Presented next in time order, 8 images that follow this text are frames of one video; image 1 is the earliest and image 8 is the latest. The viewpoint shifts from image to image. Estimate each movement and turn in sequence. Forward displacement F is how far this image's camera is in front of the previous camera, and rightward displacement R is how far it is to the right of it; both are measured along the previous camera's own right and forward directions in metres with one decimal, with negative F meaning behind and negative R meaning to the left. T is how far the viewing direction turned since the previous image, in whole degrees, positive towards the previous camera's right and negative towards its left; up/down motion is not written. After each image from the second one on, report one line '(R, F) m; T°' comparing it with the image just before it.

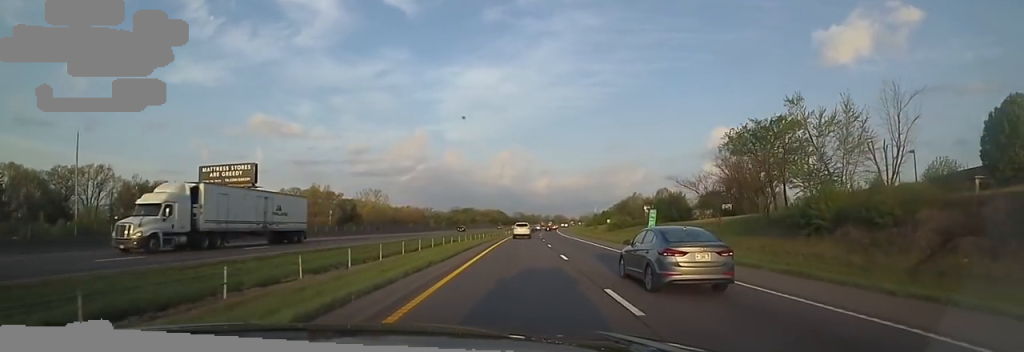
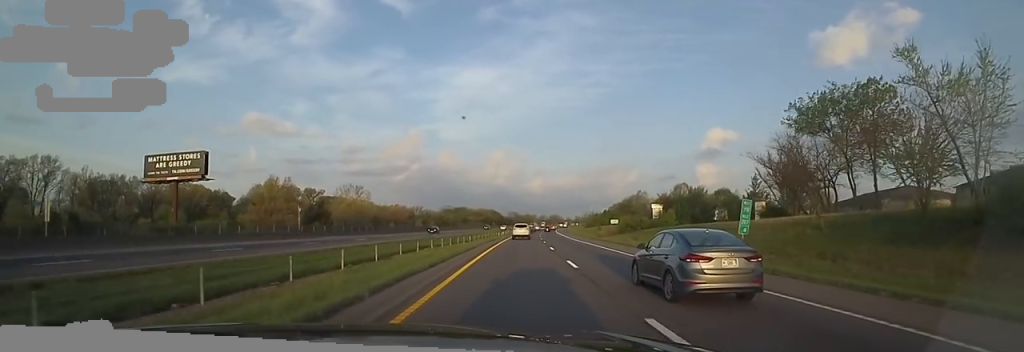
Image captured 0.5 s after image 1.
(-0.2, +15.8) m; 0°
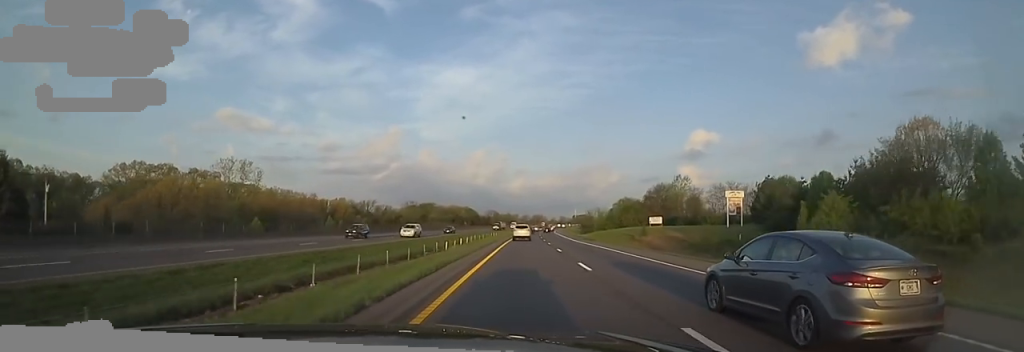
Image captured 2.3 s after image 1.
(+1.9, +62.8) m; +2°
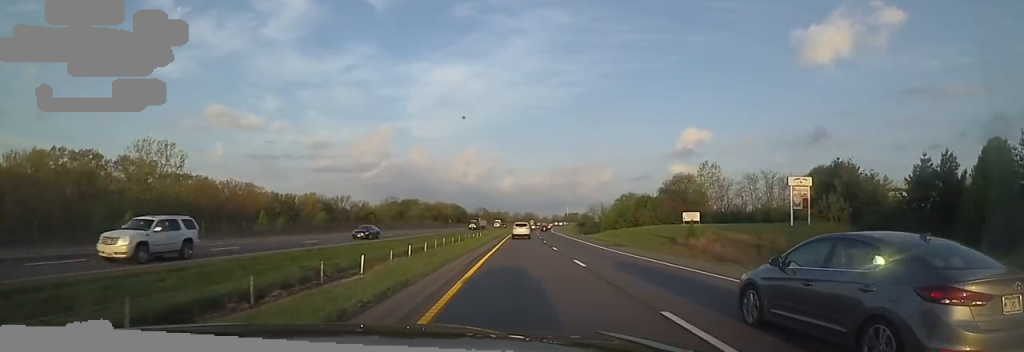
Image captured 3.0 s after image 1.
(0.0, +23.3) m; +2°
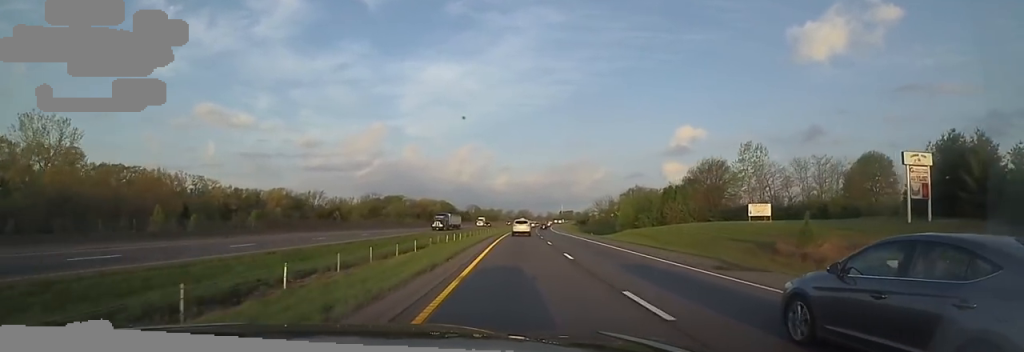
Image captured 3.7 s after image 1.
(+0.4, +22.1) m; +2°
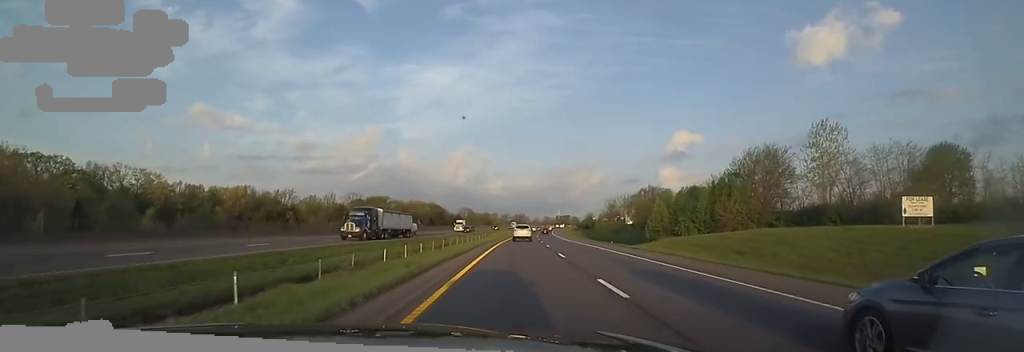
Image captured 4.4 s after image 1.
(+1.1, +22.0) m; +1°
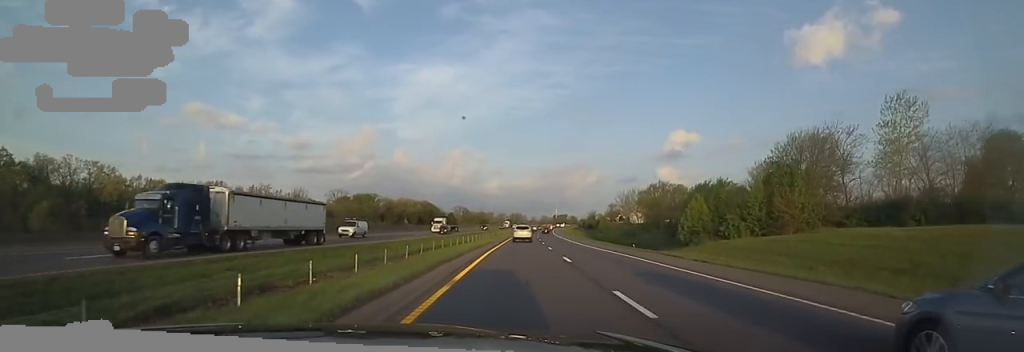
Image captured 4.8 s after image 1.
(-0.4, +14.4) m; -1°
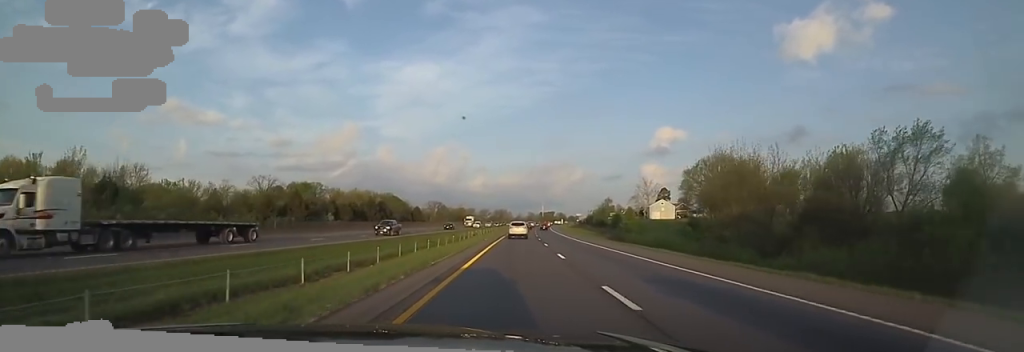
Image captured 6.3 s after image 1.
(-1.4, +48.9) m; +1°
